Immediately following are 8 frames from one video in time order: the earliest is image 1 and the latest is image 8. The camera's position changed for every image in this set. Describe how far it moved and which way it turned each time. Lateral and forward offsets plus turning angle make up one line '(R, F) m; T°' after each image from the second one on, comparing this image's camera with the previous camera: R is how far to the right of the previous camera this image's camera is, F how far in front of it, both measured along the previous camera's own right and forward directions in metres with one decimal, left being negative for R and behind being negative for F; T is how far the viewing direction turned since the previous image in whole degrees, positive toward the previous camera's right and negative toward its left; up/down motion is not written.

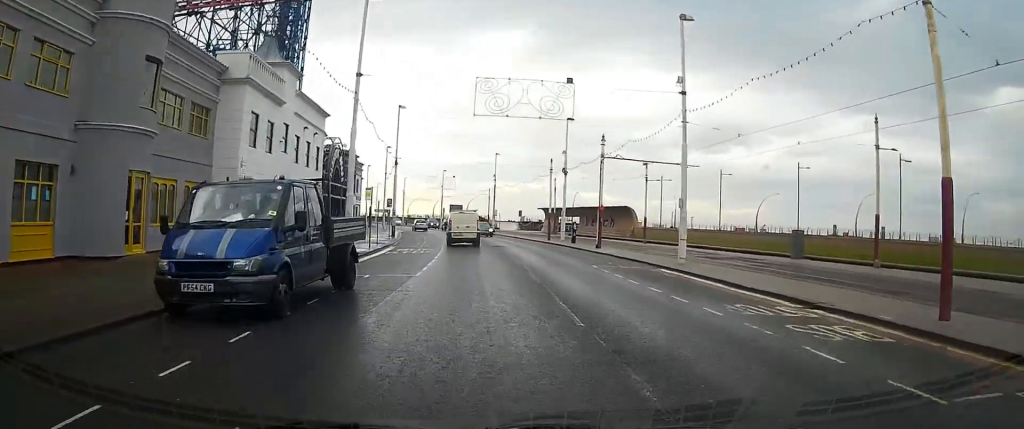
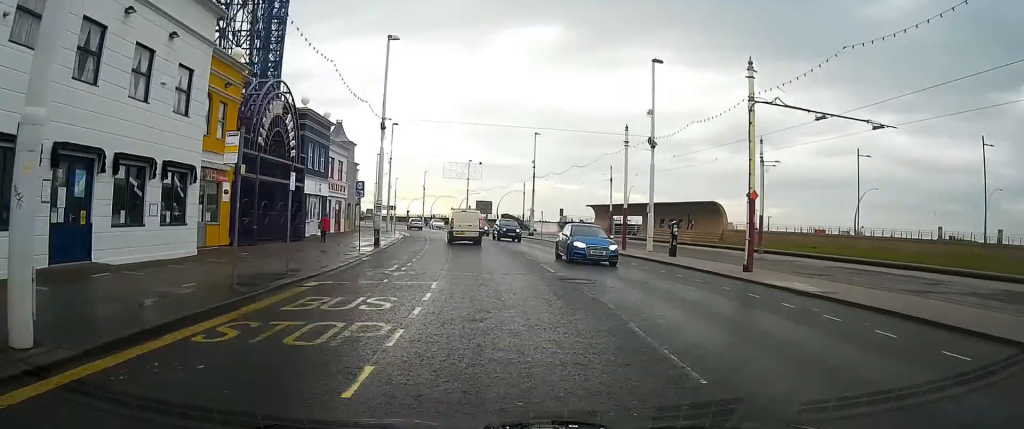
(-0.5, +20.7) m; -4°
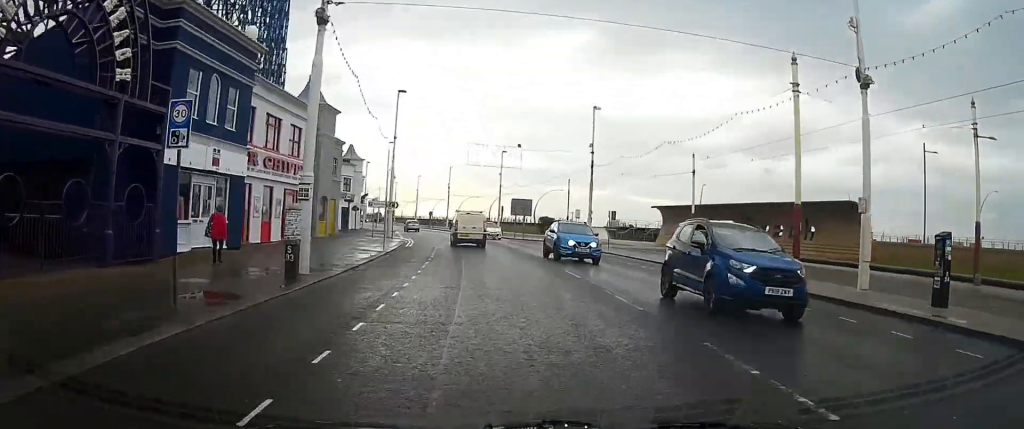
(-0.6, +19.1) m; -3°
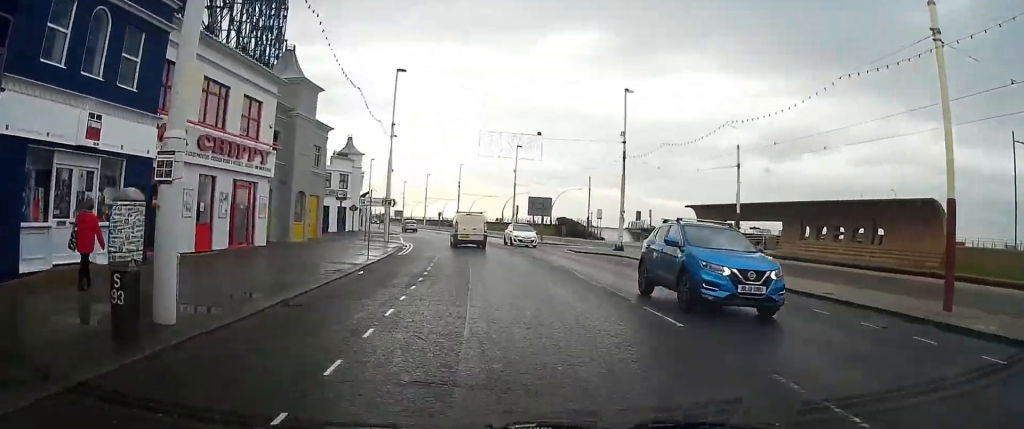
(-0.1, +7.5) m; -1°
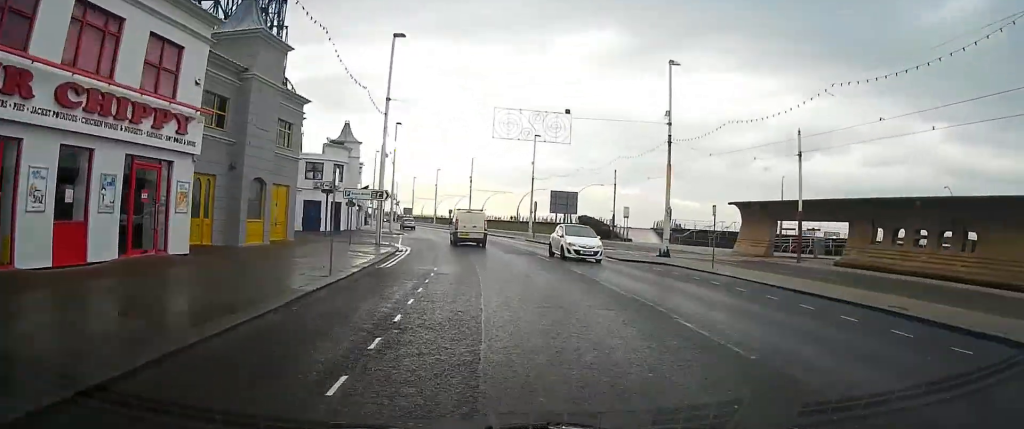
(0.0, +7.9) m; -1°
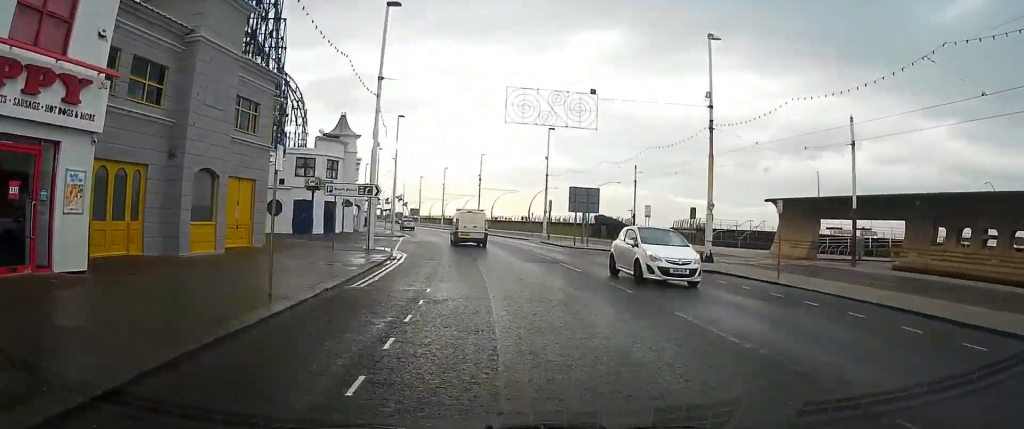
(-0.1, +5.5) m; -1°
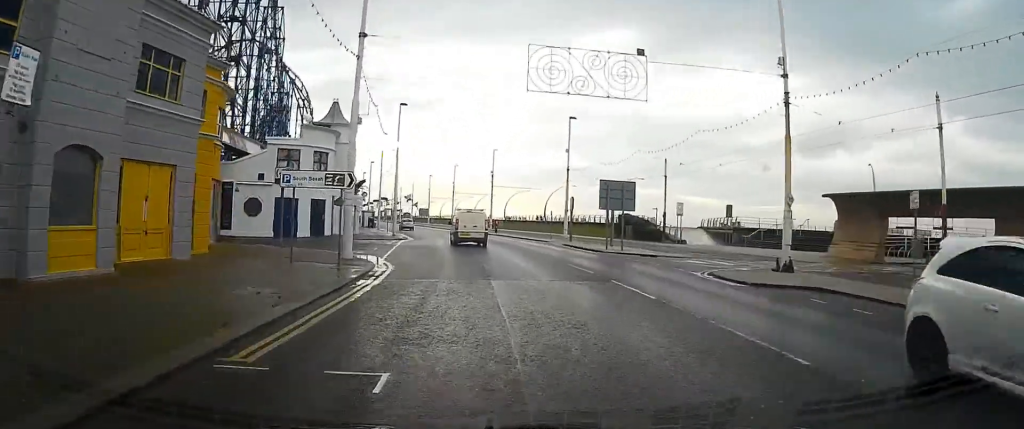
(-0.1, +7.2) m; -1°
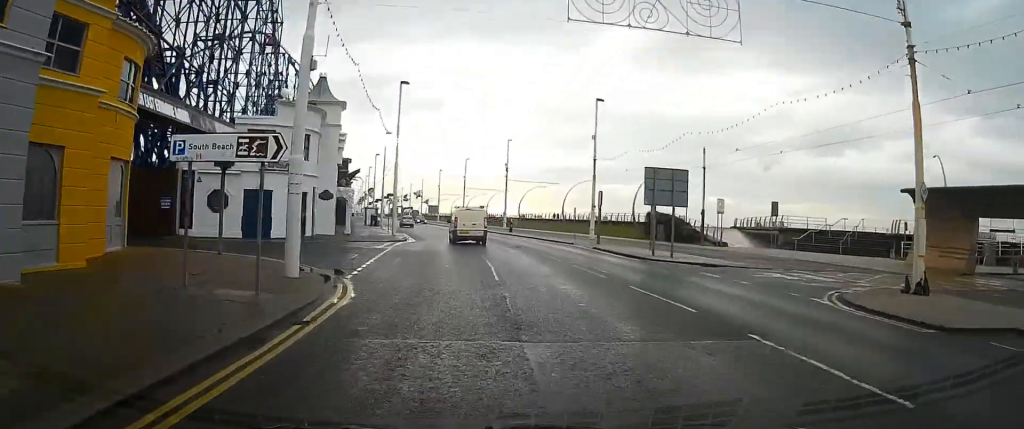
(-0.1, +7.6) m; -1°
